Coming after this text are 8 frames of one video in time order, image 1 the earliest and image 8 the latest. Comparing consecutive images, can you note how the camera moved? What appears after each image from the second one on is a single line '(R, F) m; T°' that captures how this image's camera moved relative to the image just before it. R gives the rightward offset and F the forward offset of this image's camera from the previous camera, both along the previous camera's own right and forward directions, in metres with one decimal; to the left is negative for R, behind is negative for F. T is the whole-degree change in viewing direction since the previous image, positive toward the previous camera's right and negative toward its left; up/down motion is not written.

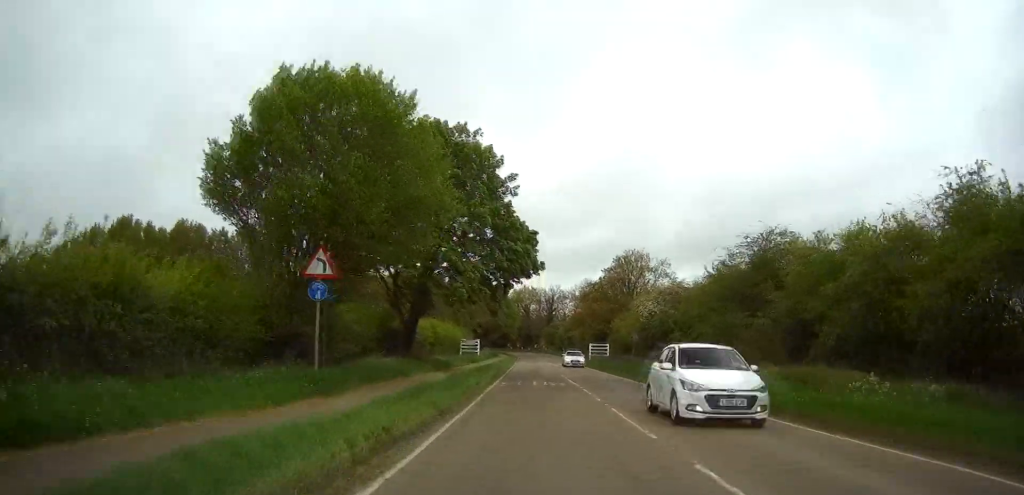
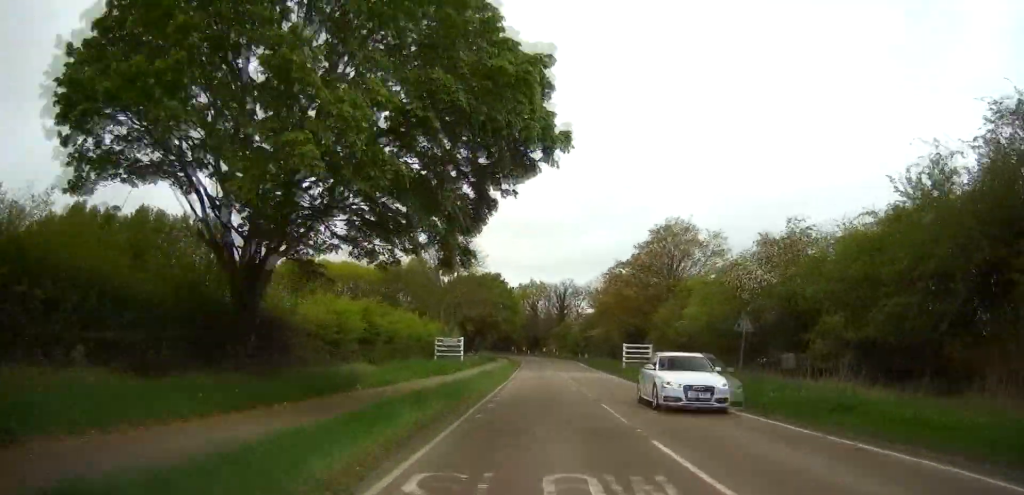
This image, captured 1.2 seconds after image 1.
(+0.3, +21.6) m; +1°
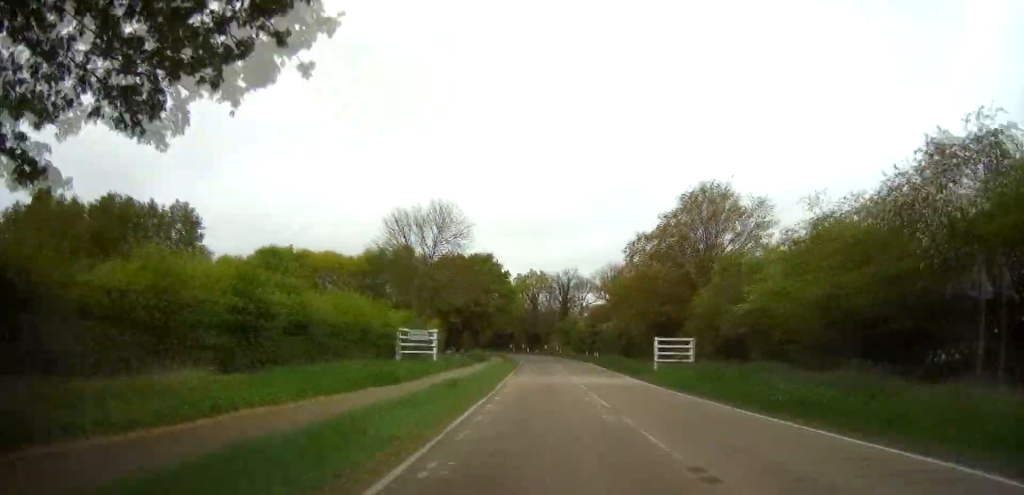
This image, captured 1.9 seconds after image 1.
(-0.1, +12.5) m; 0°
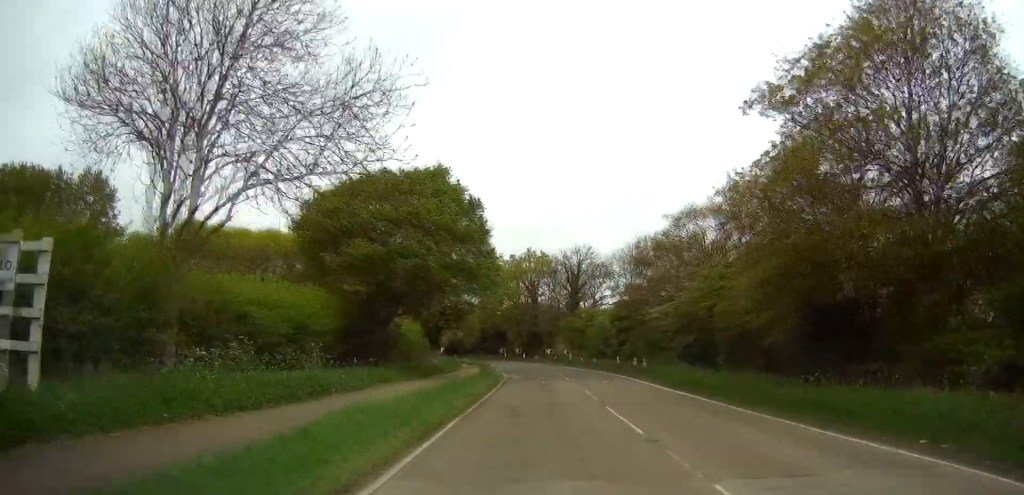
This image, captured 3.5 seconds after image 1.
(-0.1, +28.4) m; 0°
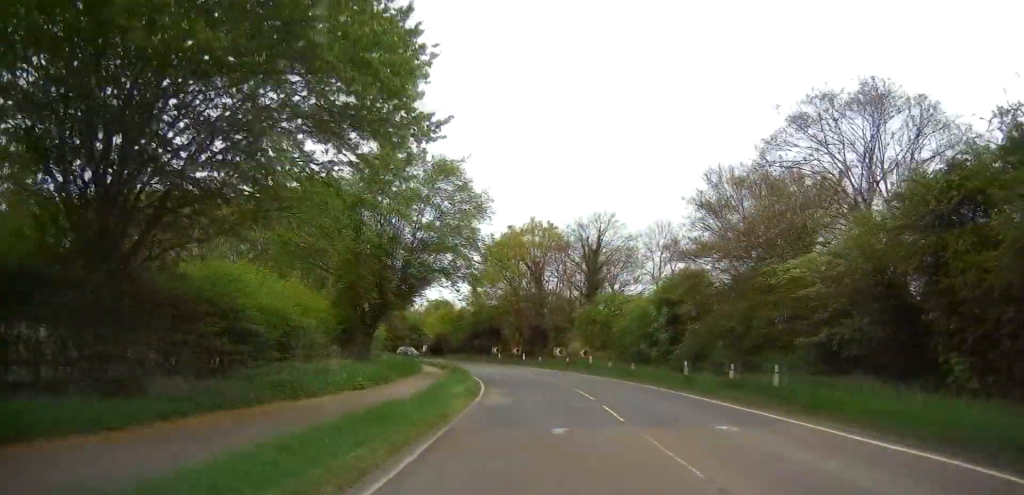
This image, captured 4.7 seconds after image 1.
(0.0, +19.7) m; -1°
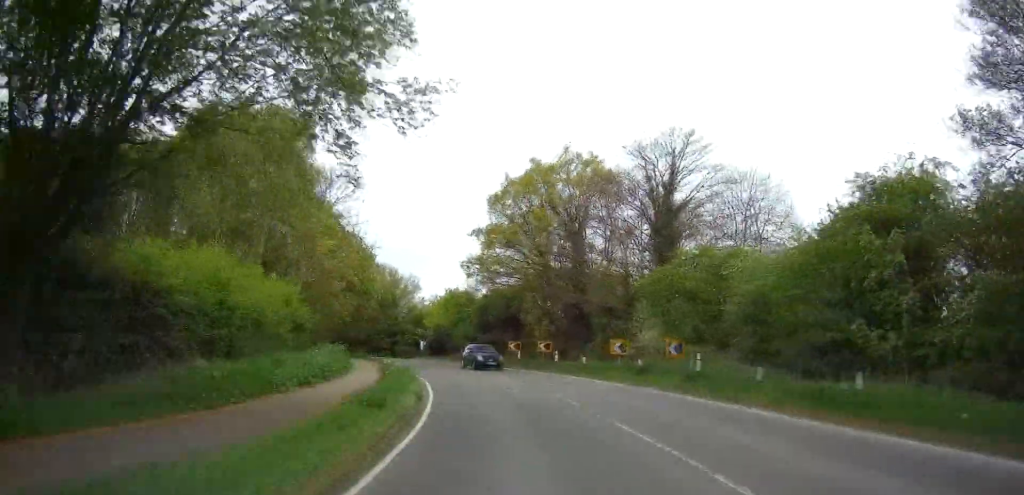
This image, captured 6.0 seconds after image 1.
(-0.5, +22.4) m; -2°
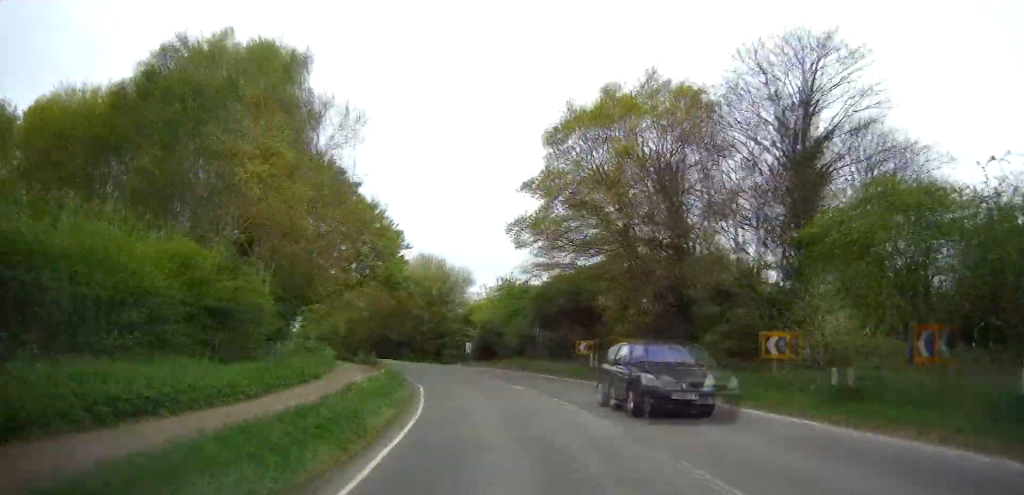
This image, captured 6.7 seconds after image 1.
(-0.1, +13.0) m; -6°
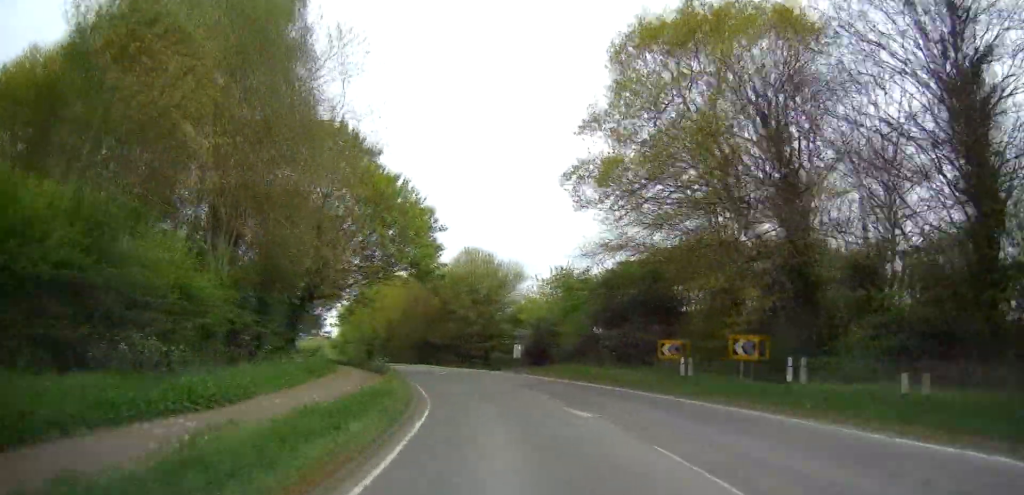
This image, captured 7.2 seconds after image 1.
(+0.2, +8.4) m; -4°
